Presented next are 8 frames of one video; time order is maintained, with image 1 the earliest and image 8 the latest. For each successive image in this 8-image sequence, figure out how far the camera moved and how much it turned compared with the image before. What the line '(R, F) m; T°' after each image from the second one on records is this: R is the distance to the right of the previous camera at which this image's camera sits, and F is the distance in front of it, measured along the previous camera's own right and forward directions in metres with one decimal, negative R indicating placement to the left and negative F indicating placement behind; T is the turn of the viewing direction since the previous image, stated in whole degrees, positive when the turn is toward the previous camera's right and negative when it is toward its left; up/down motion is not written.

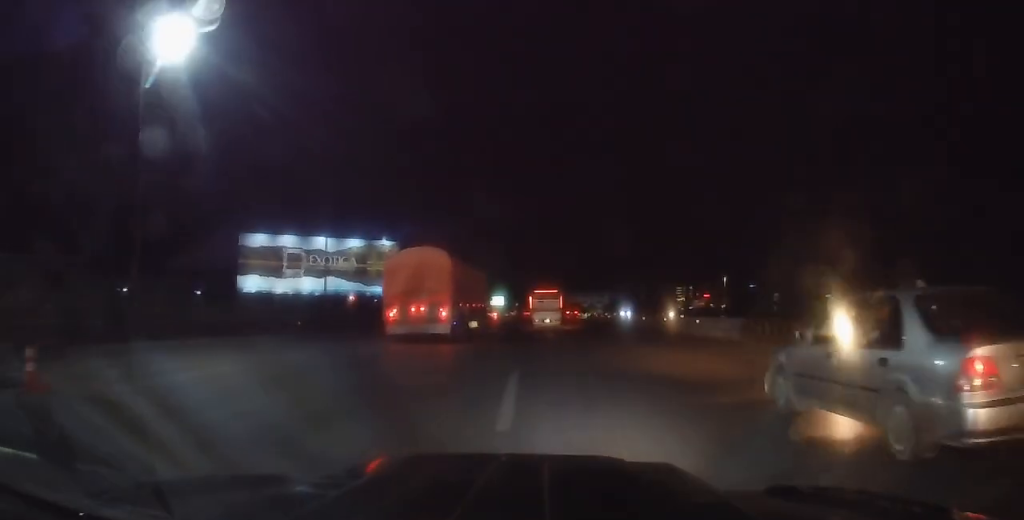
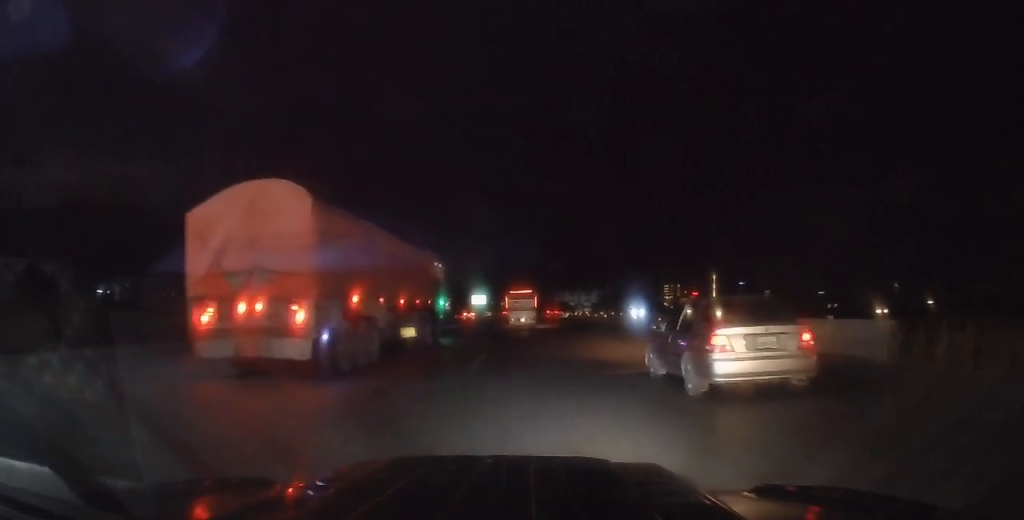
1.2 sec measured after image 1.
(0.0, +12.2) m; -1°
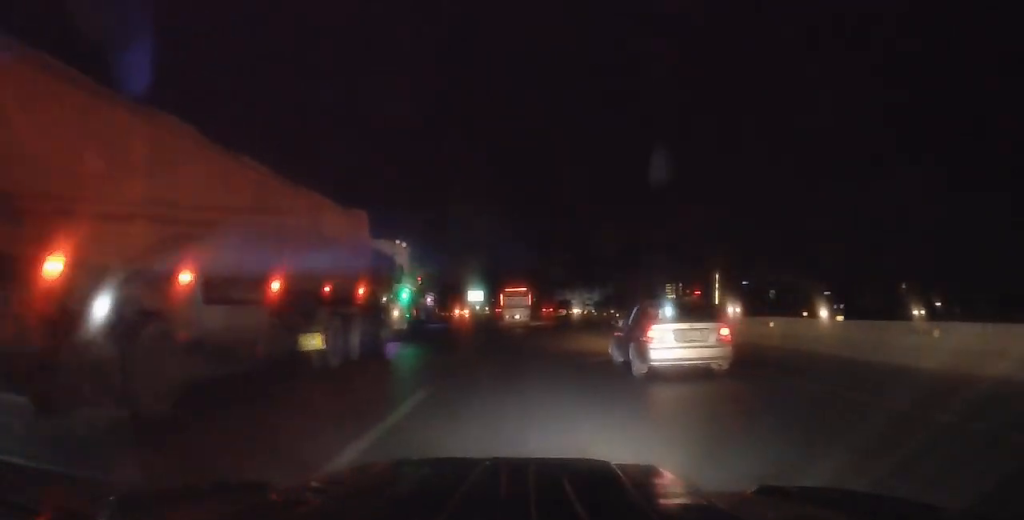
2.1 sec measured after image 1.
(-0.1, +9.0) m; -1°
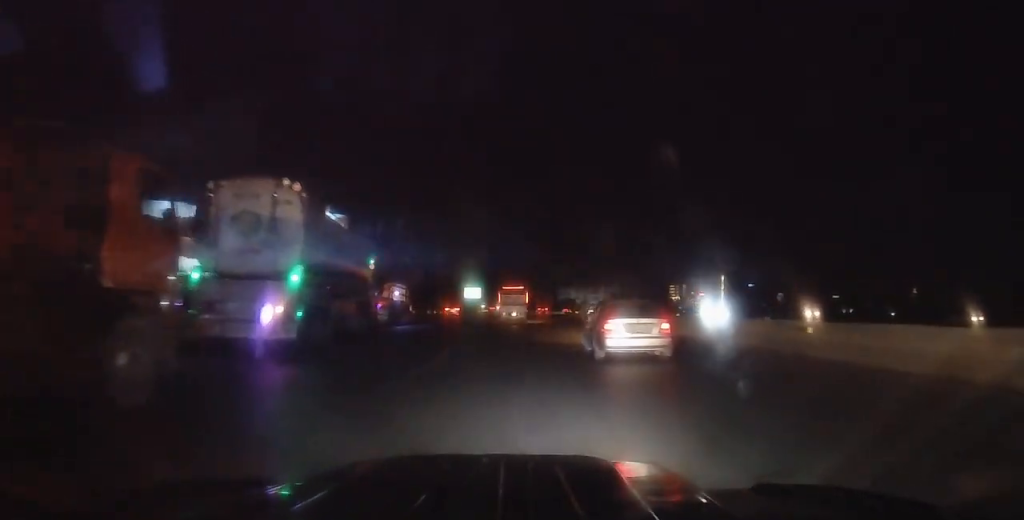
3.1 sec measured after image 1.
(0.0, +11.2) m; 0°
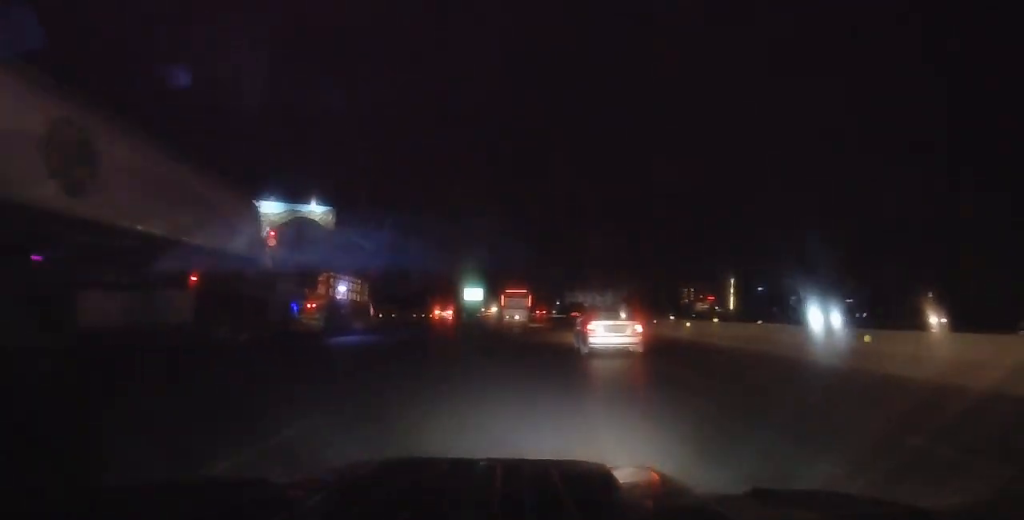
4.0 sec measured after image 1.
(0.0, +10.8) m; -1°
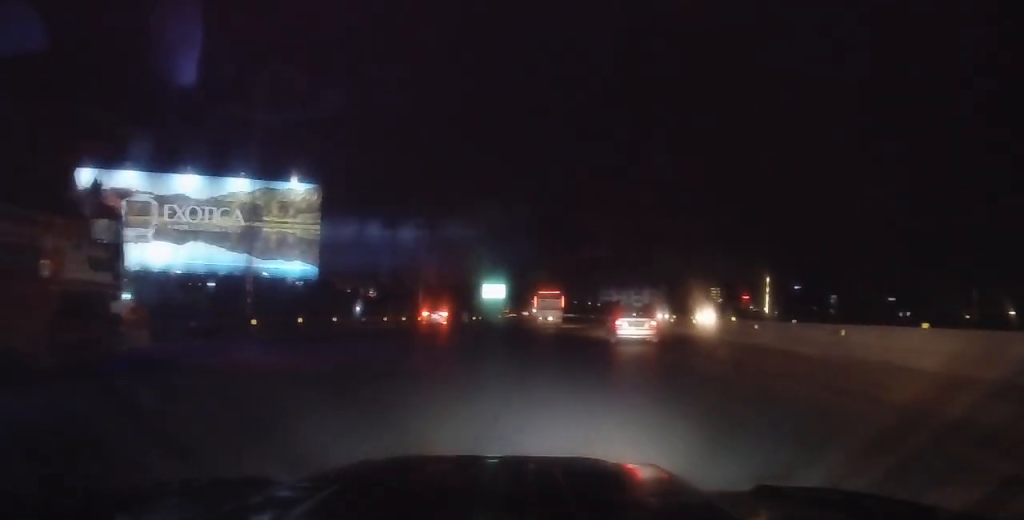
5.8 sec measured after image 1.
(-0.4, +20.4) m; -1°
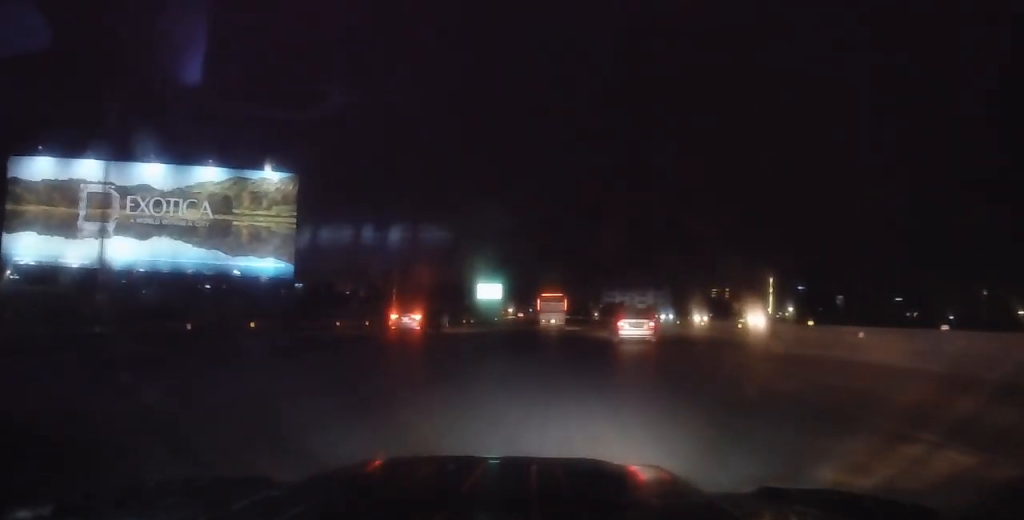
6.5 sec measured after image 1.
(+0.3, +8.6) m; 0°
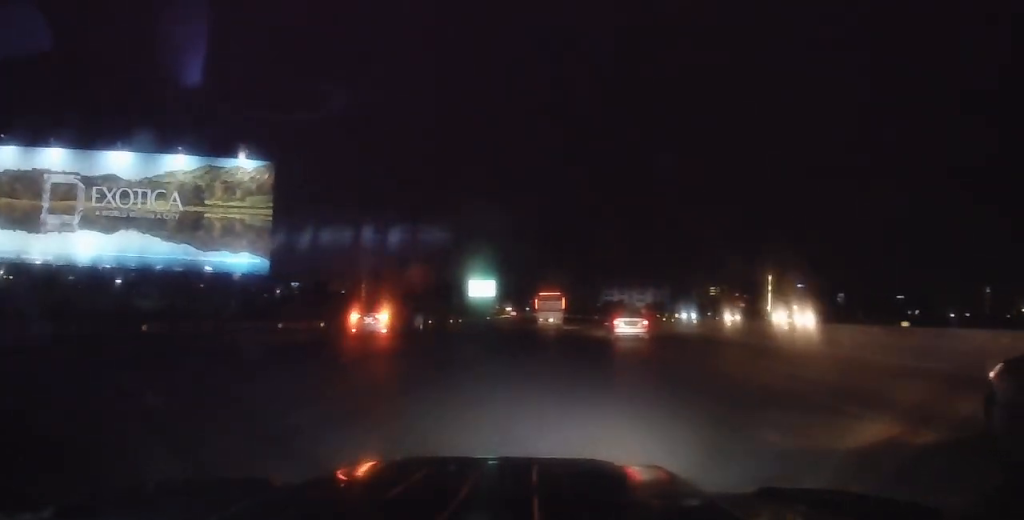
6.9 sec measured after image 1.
(-0.1, +6.0) m; 0°
